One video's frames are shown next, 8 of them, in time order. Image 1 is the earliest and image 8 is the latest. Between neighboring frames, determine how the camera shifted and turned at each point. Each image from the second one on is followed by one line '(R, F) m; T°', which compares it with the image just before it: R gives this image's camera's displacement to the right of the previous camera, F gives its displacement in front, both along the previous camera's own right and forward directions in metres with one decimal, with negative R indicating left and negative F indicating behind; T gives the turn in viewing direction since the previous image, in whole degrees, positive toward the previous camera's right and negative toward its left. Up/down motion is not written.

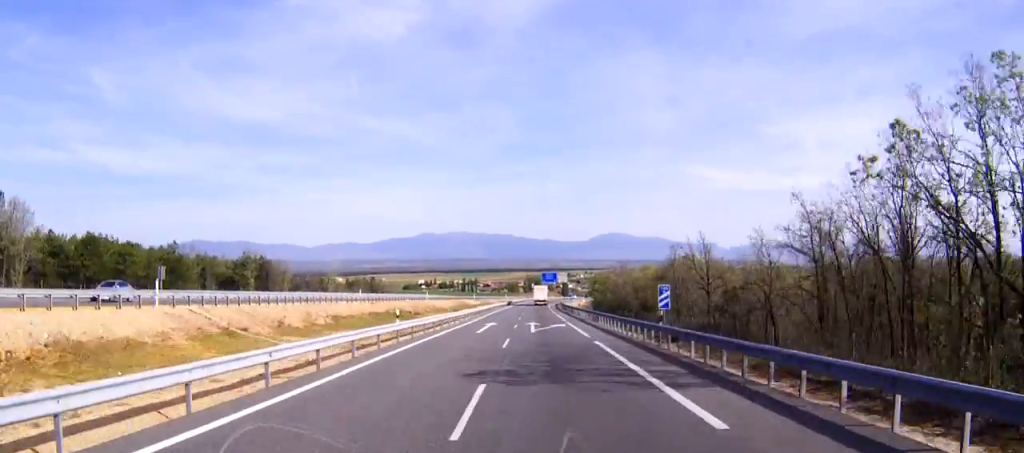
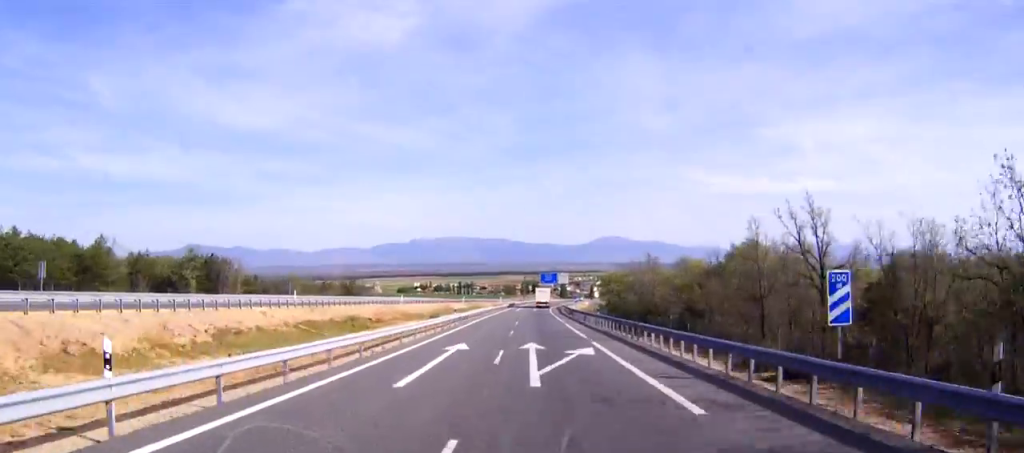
(0.0, +22.7) m; 0°
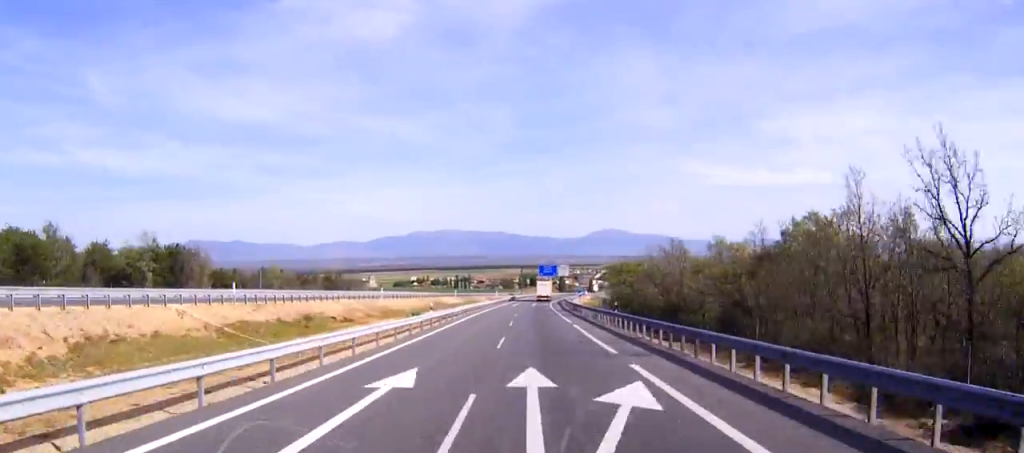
(0.0, +12.7) m; 0°
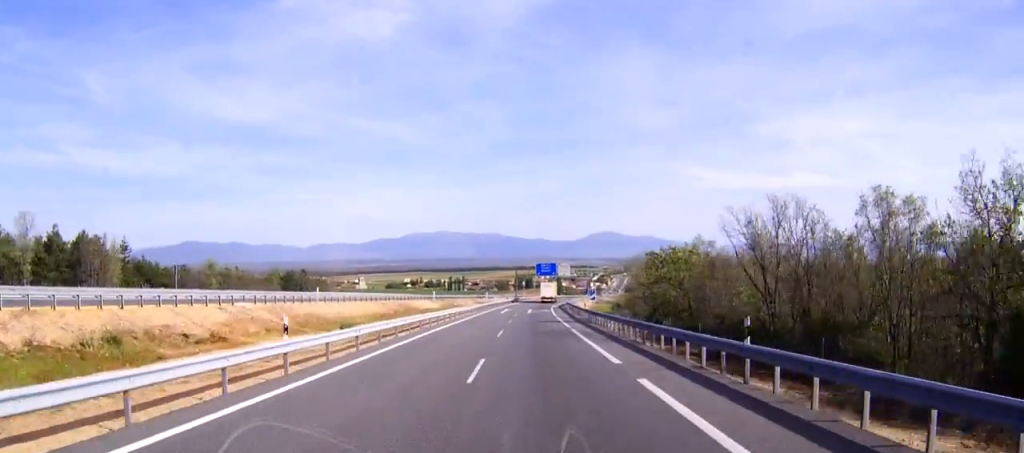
(0.0, +26.3) m; 0°
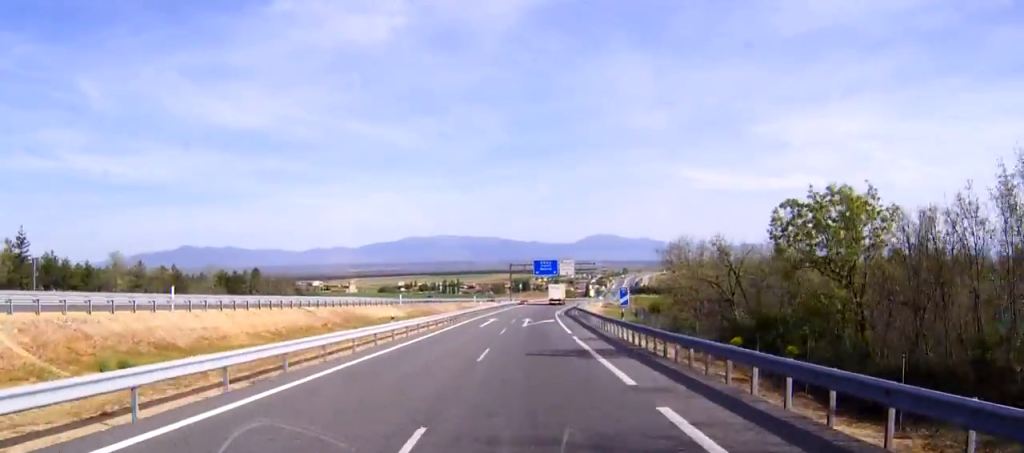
(+0.2, +27.4) m; 0°
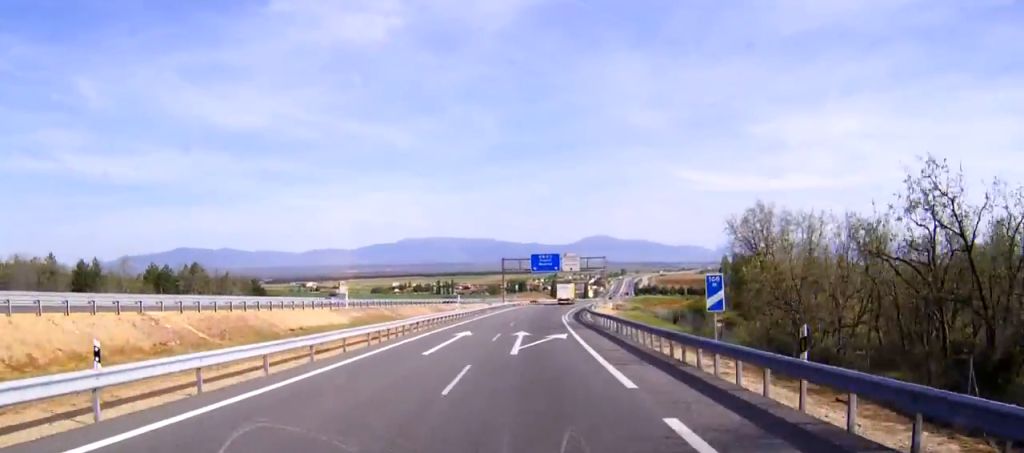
(+0.1, +24.8) m; 0°
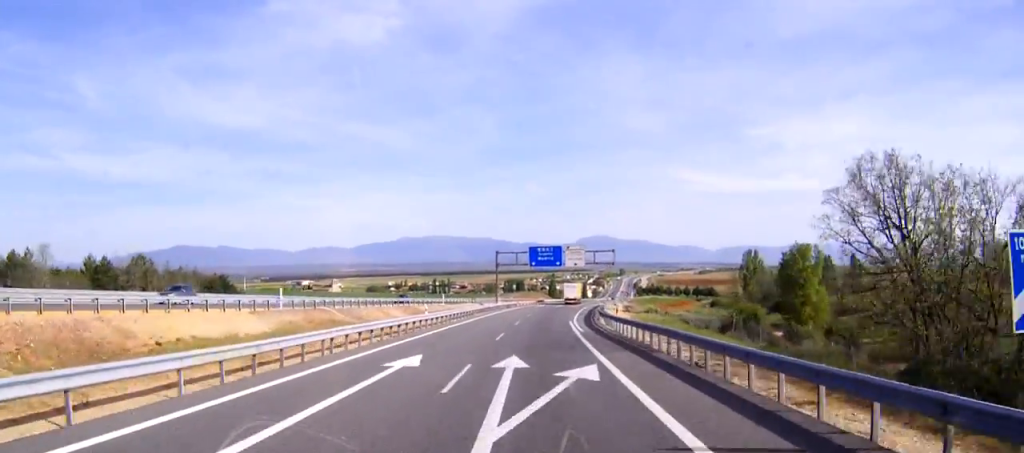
(0.0, +16.7) m; +1°
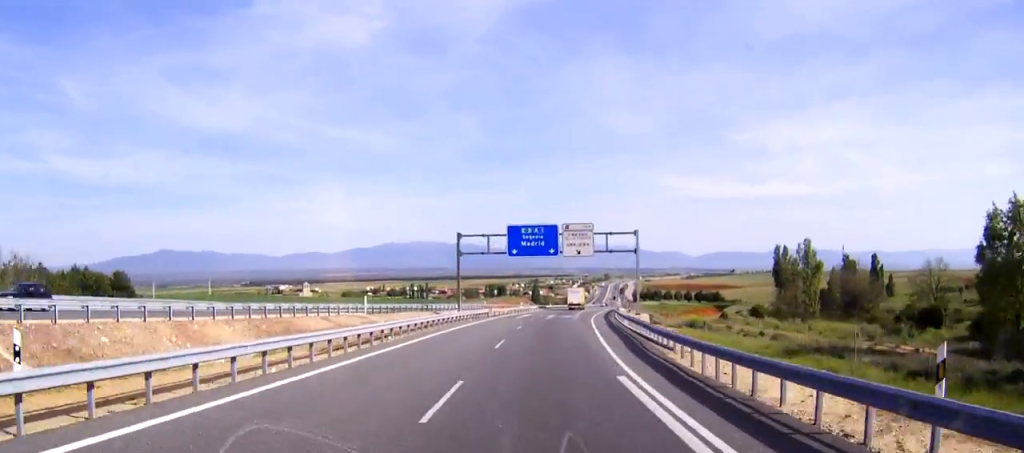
(+0.4, +36.5) m; +1°
